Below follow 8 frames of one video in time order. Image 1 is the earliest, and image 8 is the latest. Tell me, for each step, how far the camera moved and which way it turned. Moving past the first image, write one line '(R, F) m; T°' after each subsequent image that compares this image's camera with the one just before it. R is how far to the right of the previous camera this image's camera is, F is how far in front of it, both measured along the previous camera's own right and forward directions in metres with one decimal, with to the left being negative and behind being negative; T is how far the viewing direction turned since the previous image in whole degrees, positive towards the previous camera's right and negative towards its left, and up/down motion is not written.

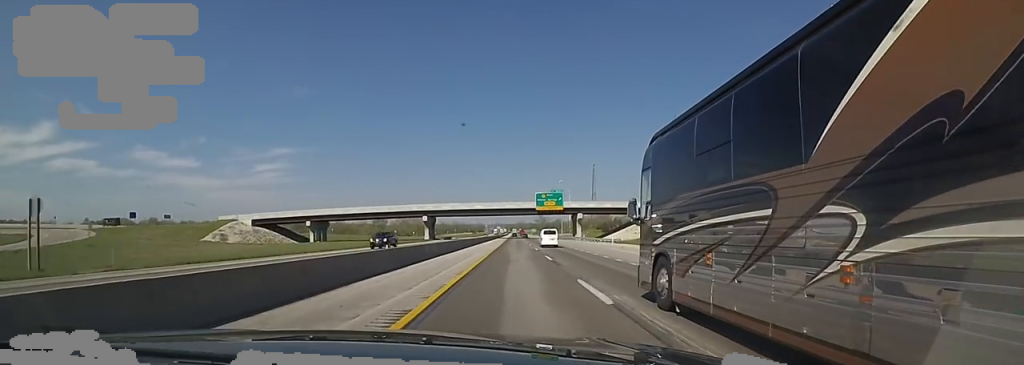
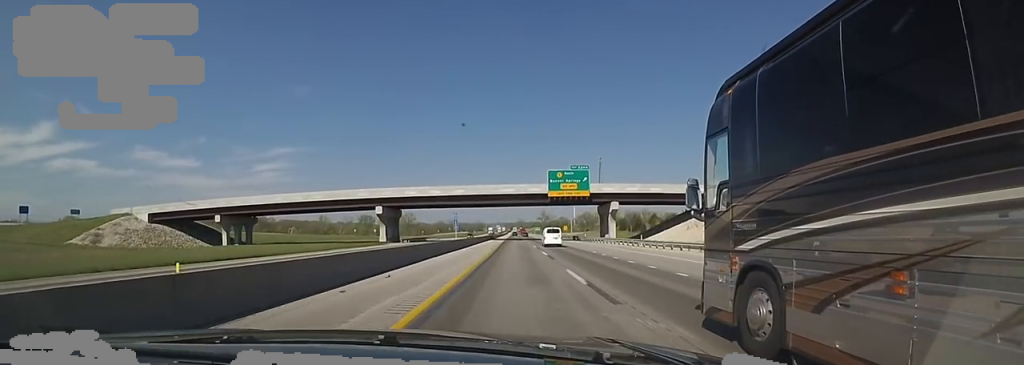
(-0.5, +42.5) m; 0°
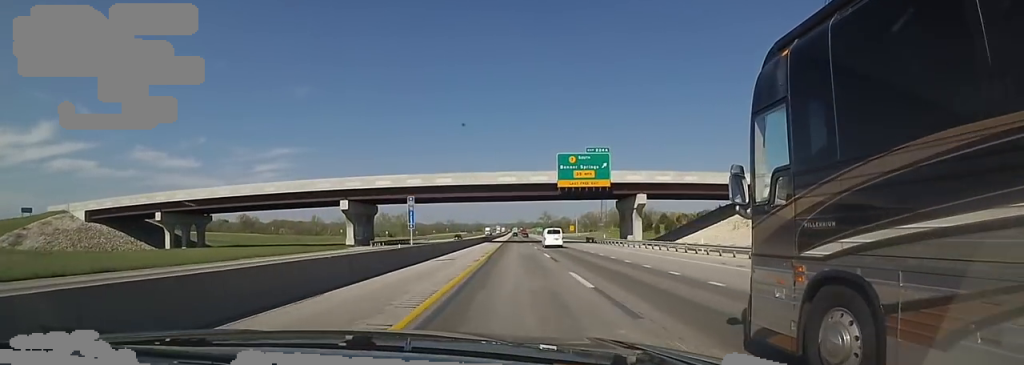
(+0.2, +17.3) m; 0°
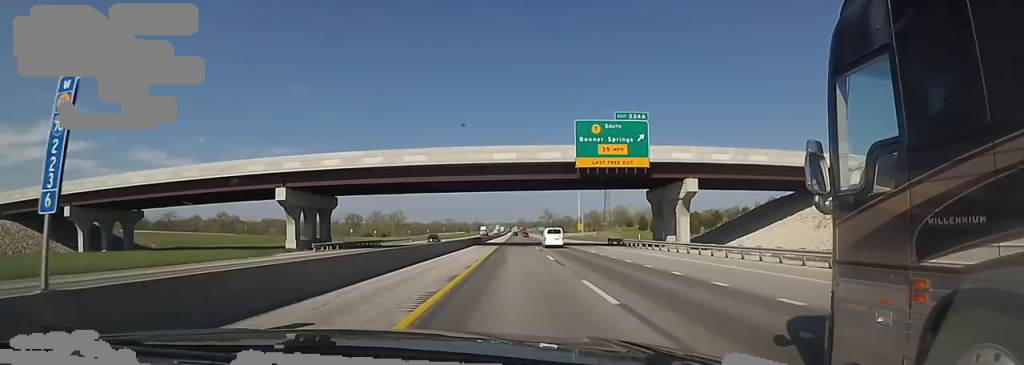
(+0.2, +18.6) m; +1°
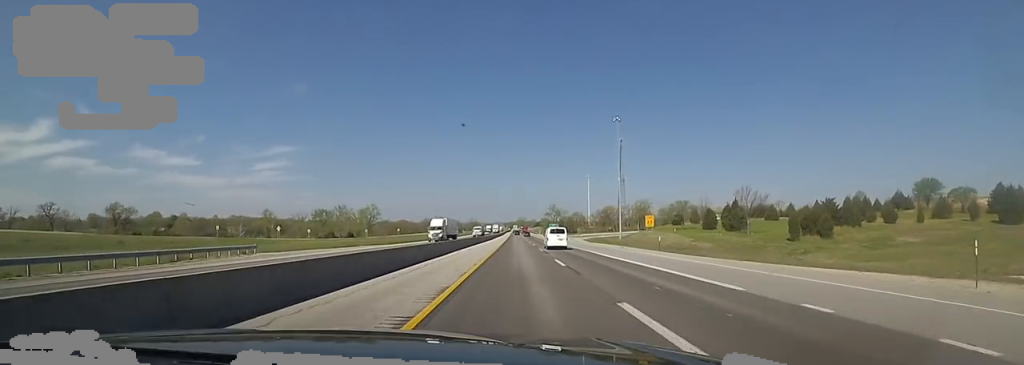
(+0.1, +65.9) m; 0°
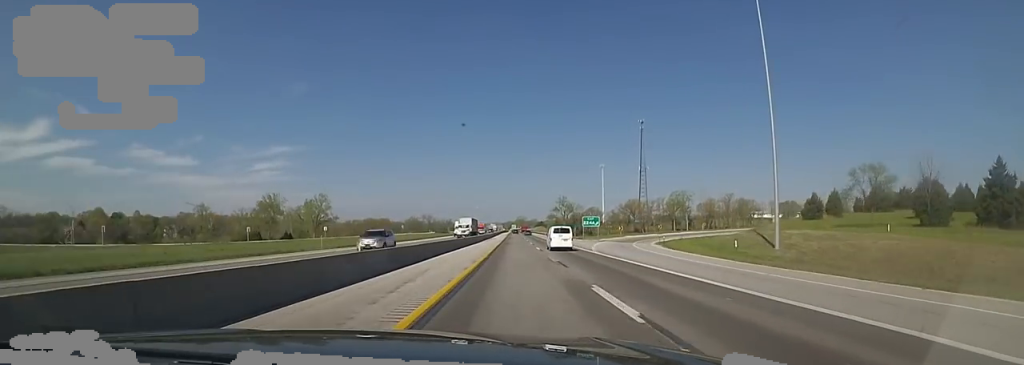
(-1.0, +73.5) m; 0°
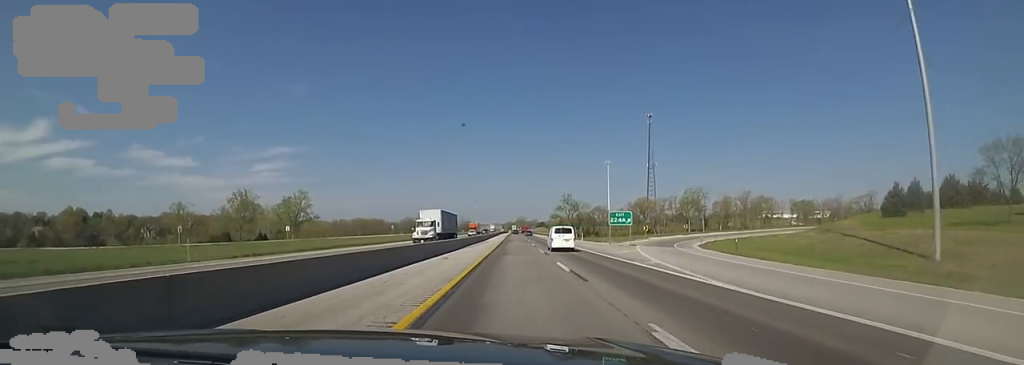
(+0.2, +21.0) m; +1°
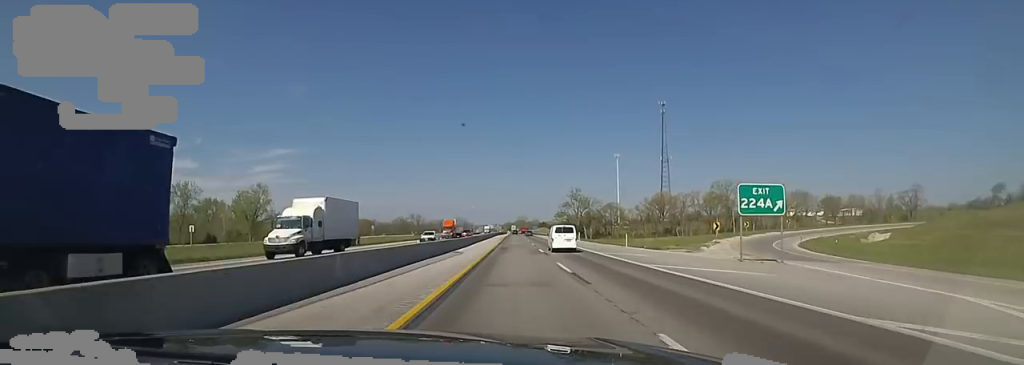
(+0.8, +32.8) m; 0°
